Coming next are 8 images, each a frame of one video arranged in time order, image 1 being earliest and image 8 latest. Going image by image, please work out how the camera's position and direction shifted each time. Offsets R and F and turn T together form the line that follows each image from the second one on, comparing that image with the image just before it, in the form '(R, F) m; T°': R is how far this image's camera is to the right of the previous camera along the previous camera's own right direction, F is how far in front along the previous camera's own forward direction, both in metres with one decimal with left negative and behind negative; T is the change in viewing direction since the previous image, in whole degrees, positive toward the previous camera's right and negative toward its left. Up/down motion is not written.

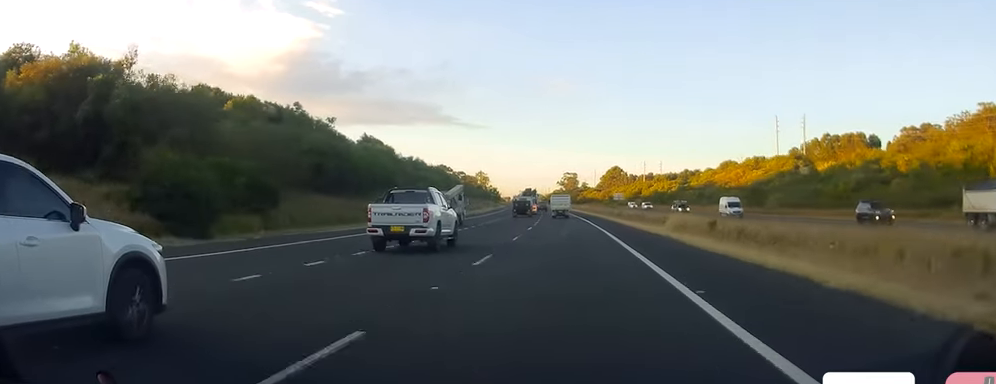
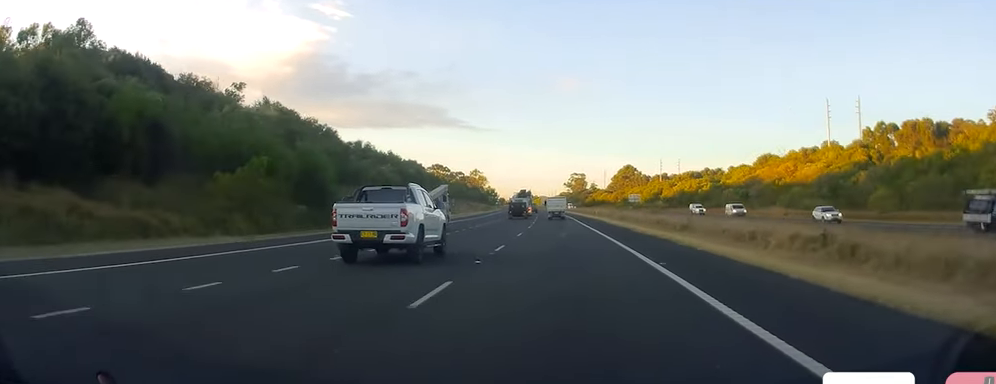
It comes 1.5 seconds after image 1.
(-0.6, +42.9) m; -1°
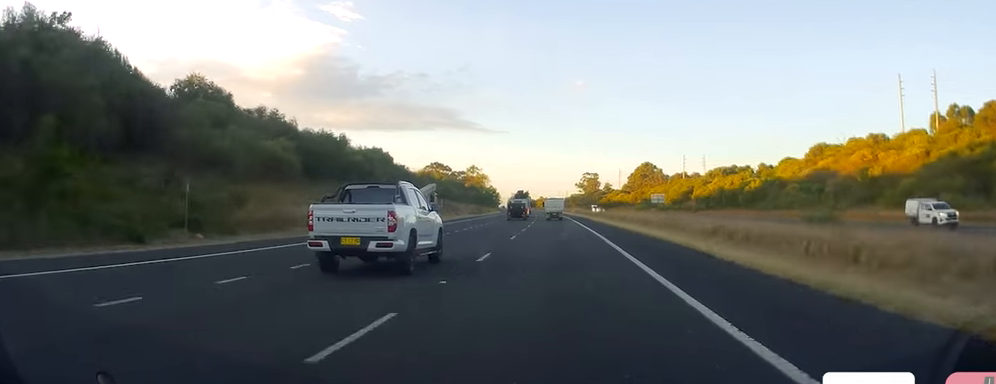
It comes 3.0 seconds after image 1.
(+0.1, +39.9) m; 0°
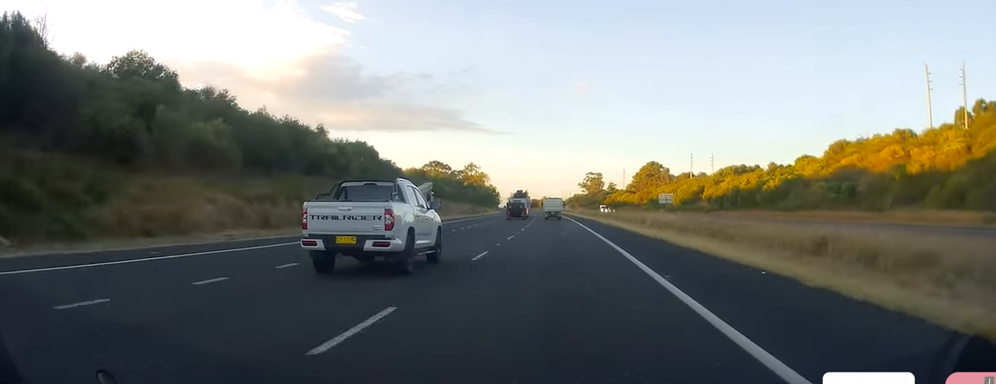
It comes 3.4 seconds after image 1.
(-0.1, +12.0) m; 0°
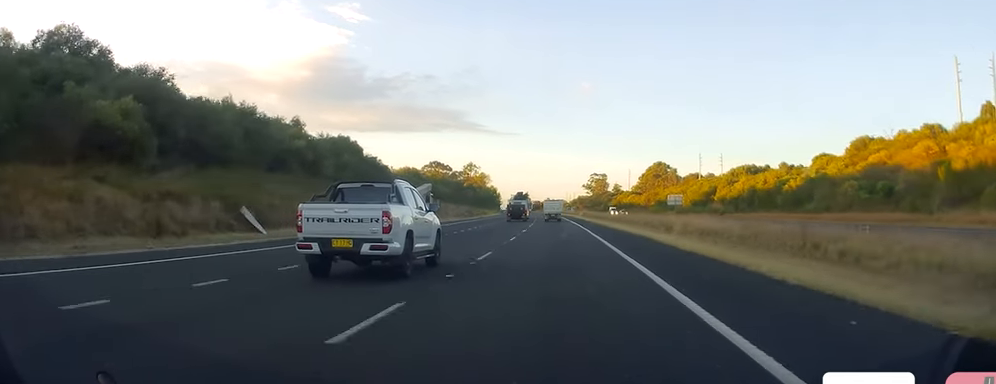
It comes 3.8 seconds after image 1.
(0.0, +11.1) m; 0°
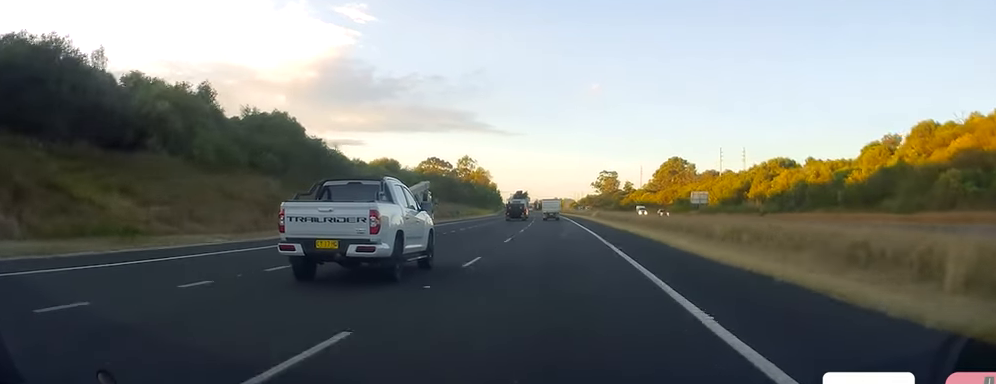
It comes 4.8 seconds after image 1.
(0.0, +26.7) m; 0°
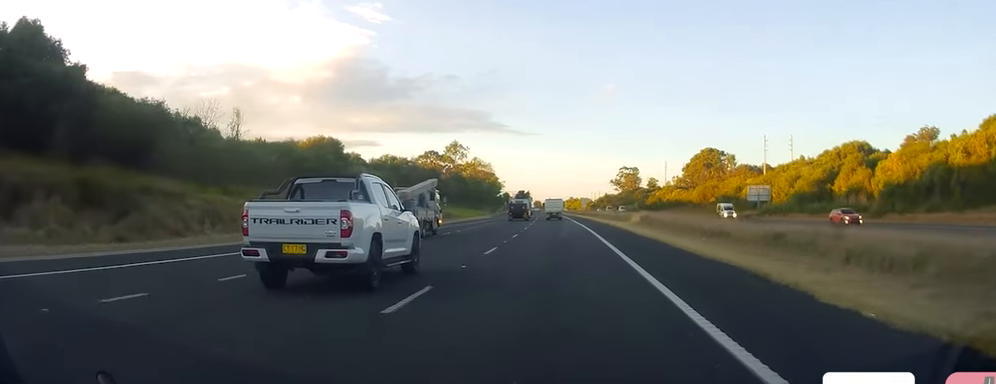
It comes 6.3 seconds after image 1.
(-1.0, +43.2) m; -2°
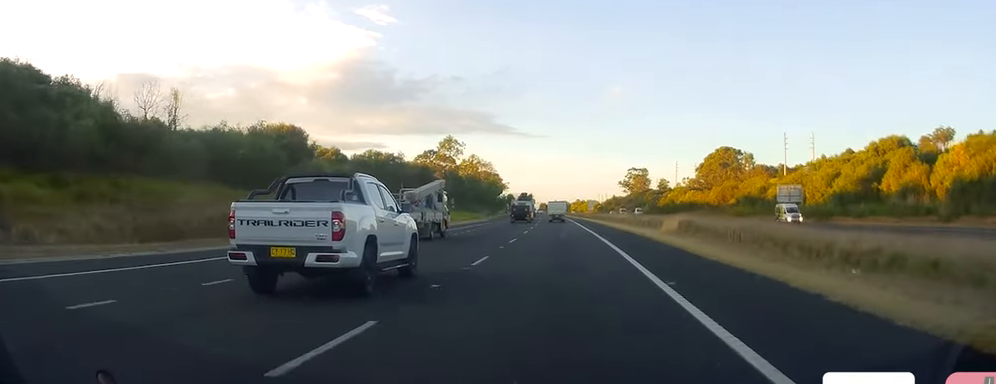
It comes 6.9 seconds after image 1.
(0.0, +15.7) m; 0°
